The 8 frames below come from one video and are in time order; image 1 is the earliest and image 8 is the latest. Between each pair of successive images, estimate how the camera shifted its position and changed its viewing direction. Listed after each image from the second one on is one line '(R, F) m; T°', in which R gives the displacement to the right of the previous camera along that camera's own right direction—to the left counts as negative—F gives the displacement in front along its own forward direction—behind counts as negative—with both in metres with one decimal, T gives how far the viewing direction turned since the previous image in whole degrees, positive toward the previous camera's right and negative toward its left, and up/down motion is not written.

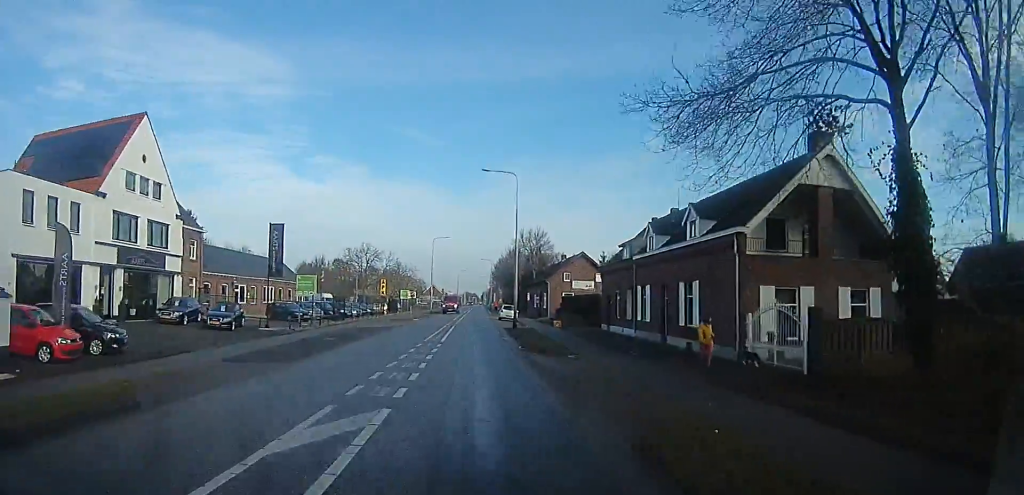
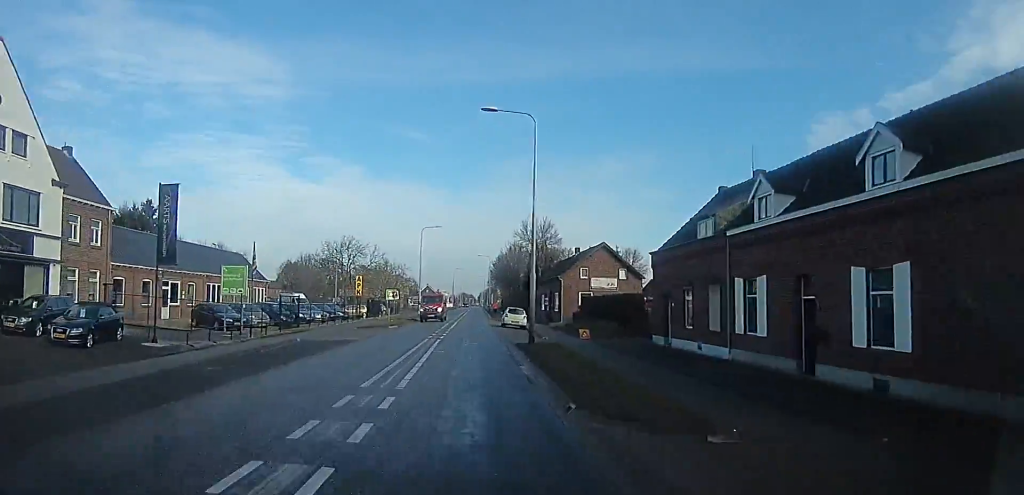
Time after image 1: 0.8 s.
(0.0, +11.2) m; 0°
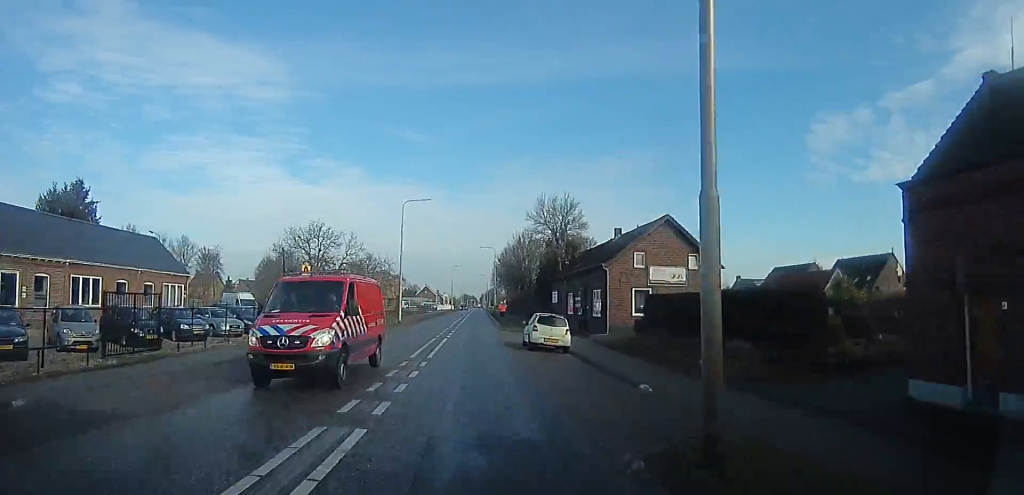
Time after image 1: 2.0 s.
(0.0, +16.4) m; 0°
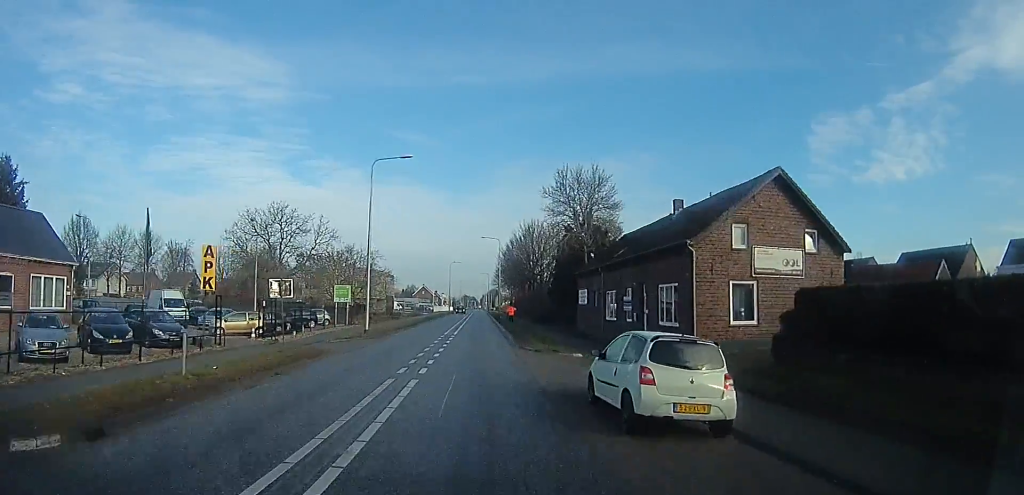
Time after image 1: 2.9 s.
(0.0, +13.2) m; 0°
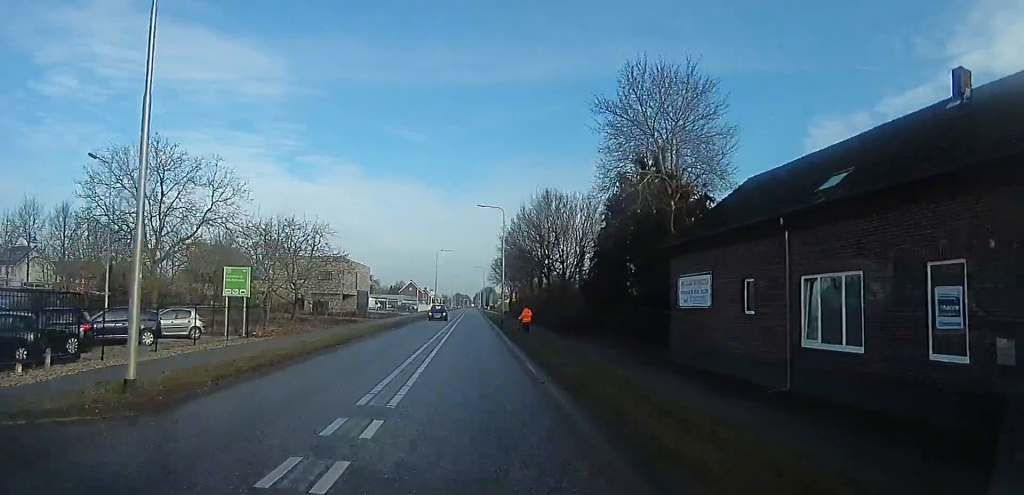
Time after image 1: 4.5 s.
(0.0, +20.9) m; 0°
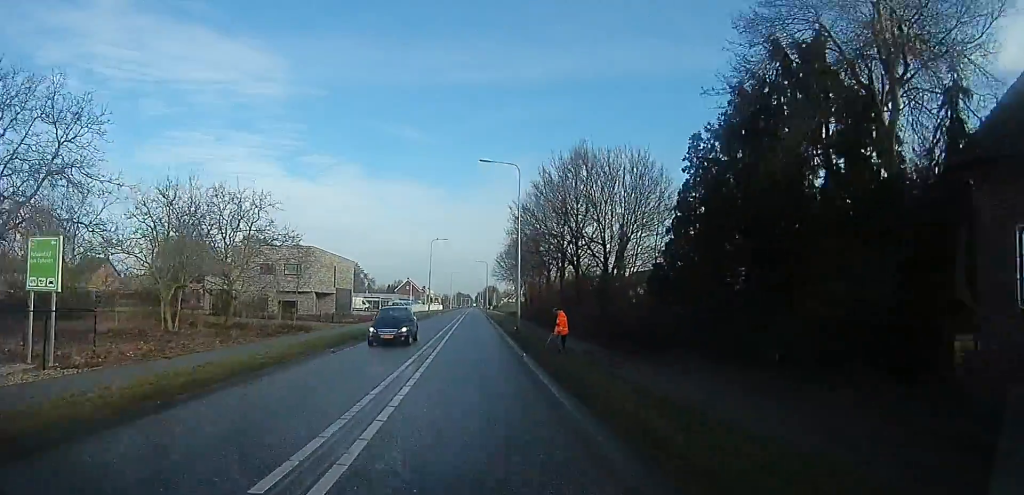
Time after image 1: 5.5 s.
(0.0, +14.2) m; 0°
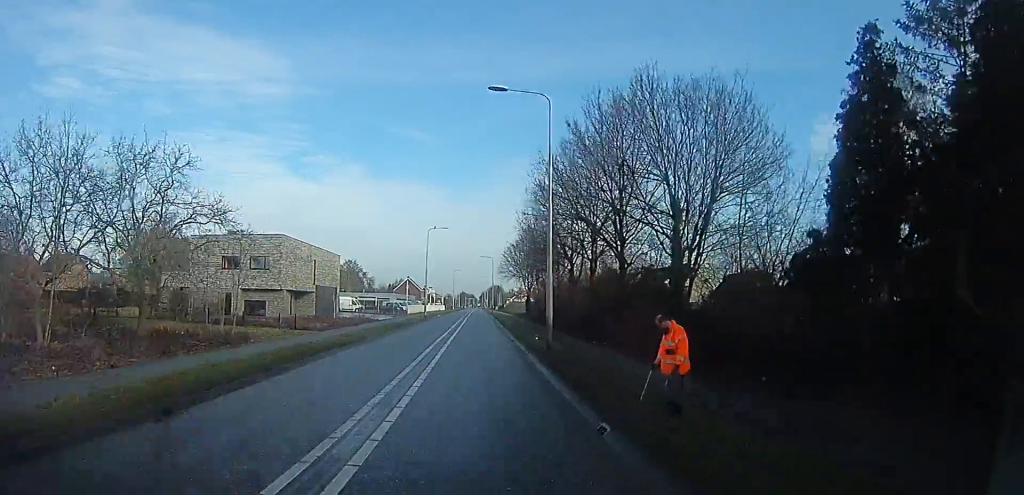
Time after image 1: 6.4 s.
(0.0, +10.7) m; 0°
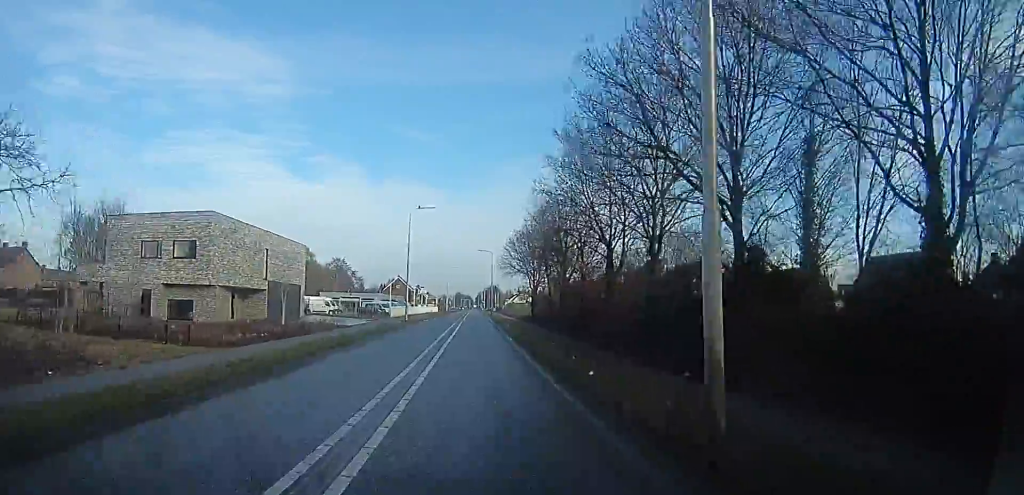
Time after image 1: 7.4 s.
(0.0, +13.2) m; 0°
